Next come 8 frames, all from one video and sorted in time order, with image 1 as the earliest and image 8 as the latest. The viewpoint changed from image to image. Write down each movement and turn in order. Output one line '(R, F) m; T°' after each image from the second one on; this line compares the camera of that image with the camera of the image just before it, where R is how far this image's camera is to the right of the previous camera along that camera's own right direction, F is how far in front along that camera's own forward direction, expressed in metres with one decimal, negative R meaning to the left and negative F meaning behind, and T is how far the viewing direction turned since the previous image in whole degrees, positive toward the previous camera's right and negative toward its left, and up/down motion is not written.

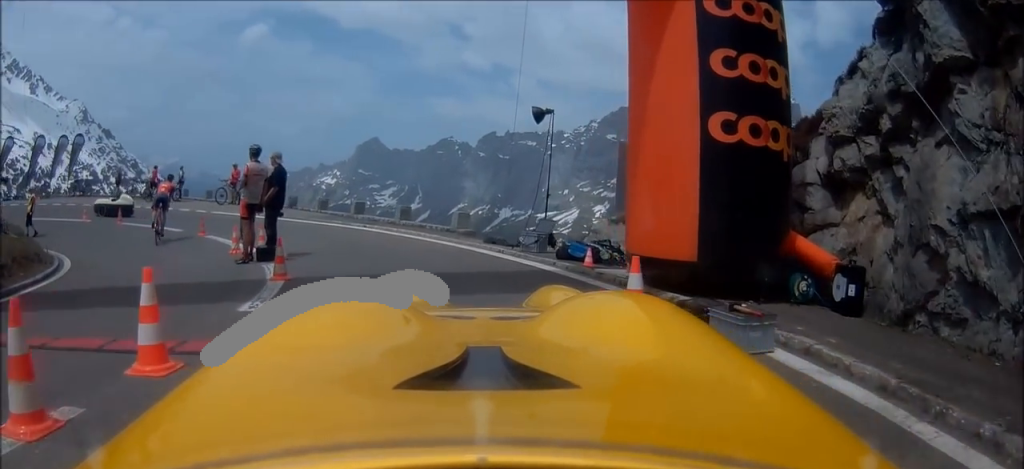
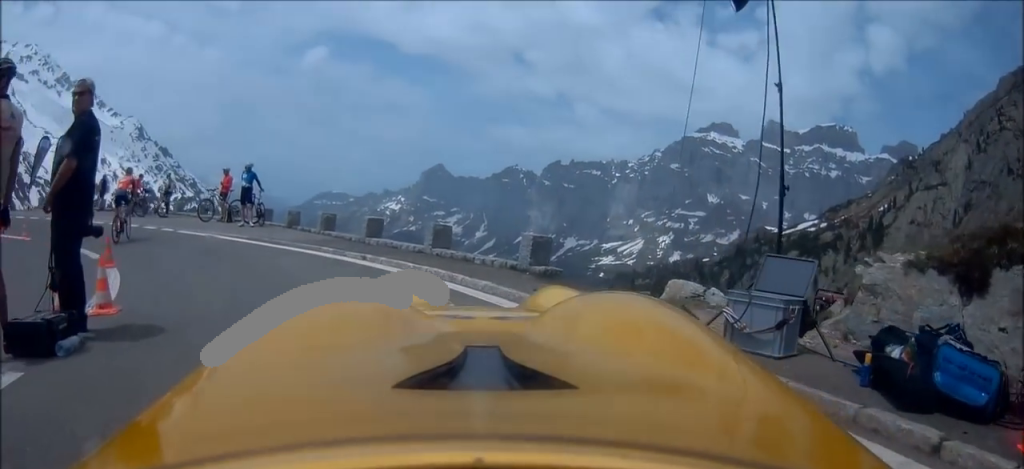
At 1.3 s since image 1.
(-0.8, +7.1) m; -20°
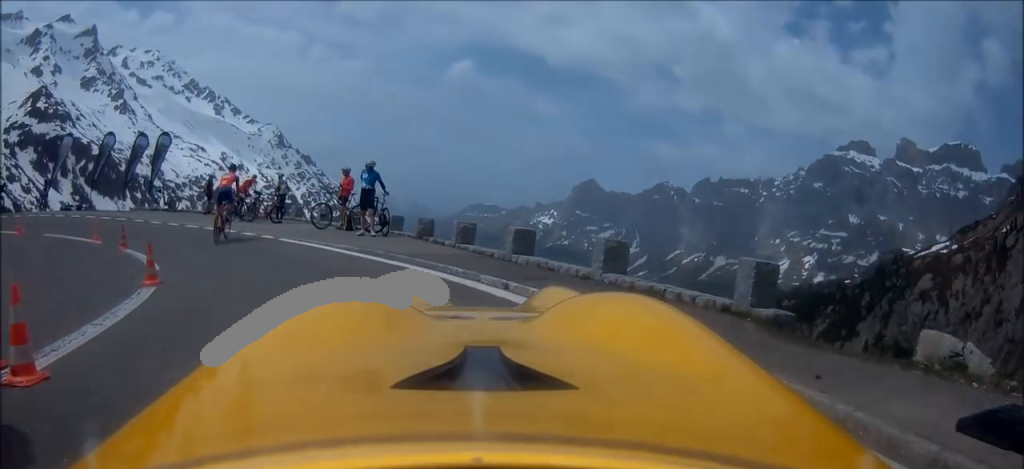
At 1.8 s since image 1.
(-0.2, +2.8) m; -10°
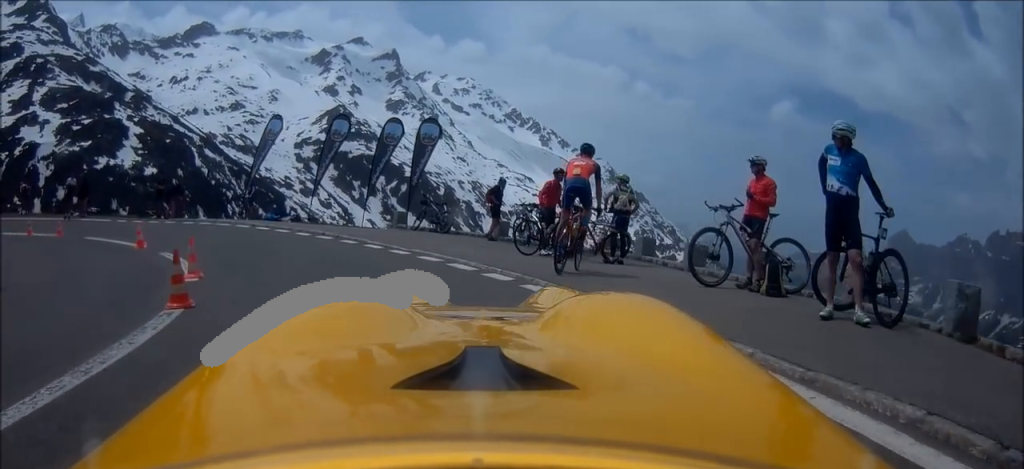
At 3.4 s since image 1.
(-2.2, +9.0) m; -27°
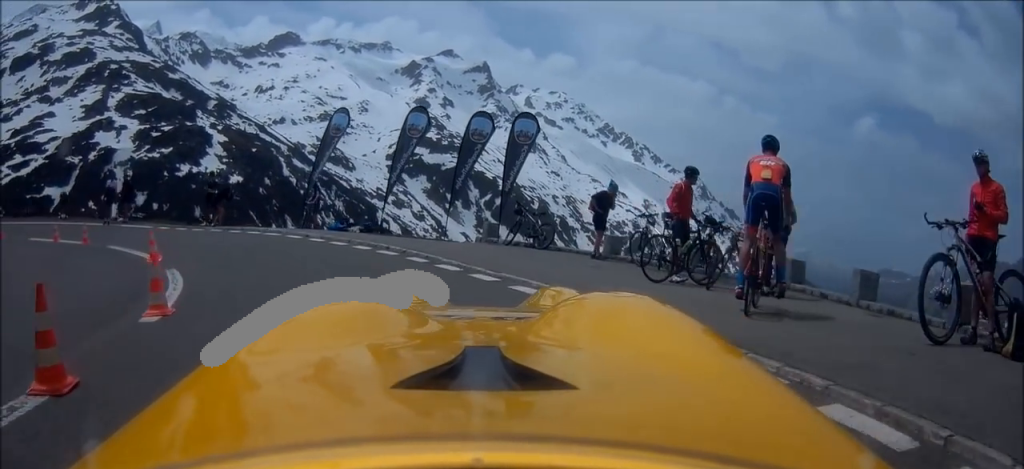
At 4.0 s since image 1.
(-0.4, +2.8) m; -7°
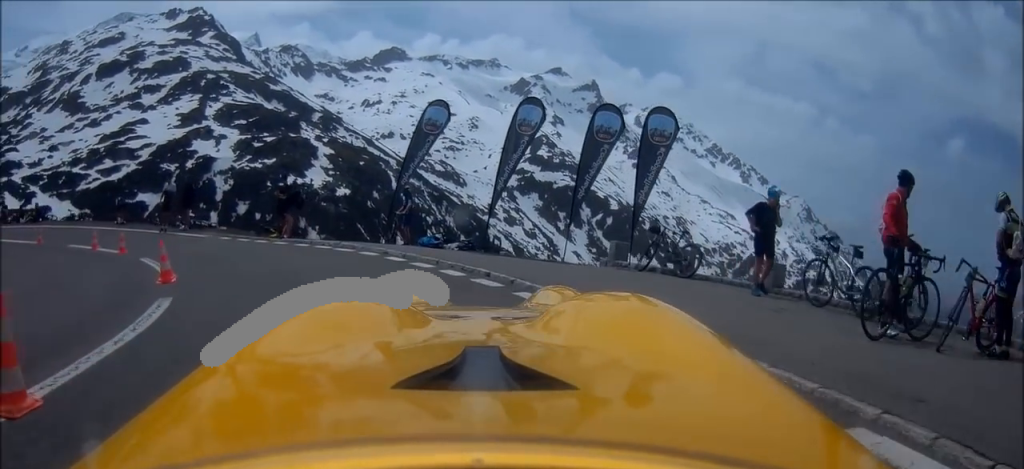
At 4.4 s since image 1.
(-0.3, +2.7) m; -6°
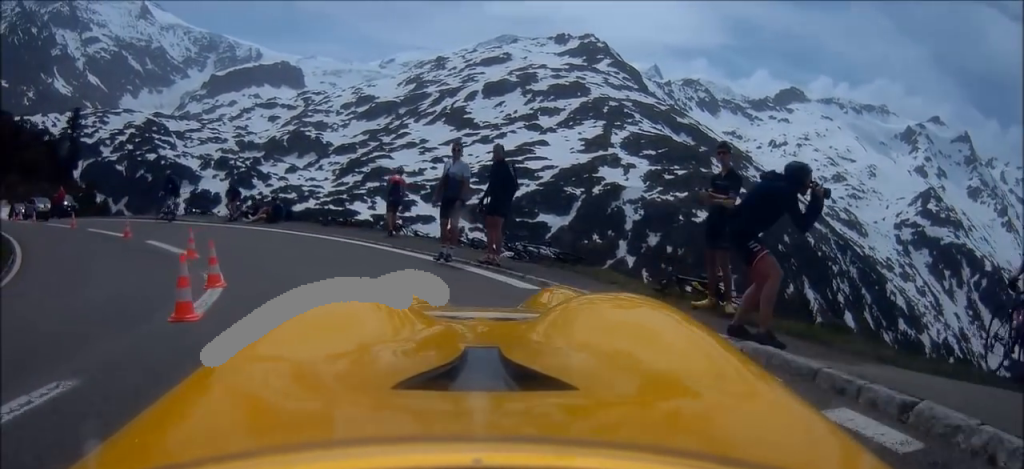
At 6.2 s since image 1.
(-2.7, +8.8) m; -46°
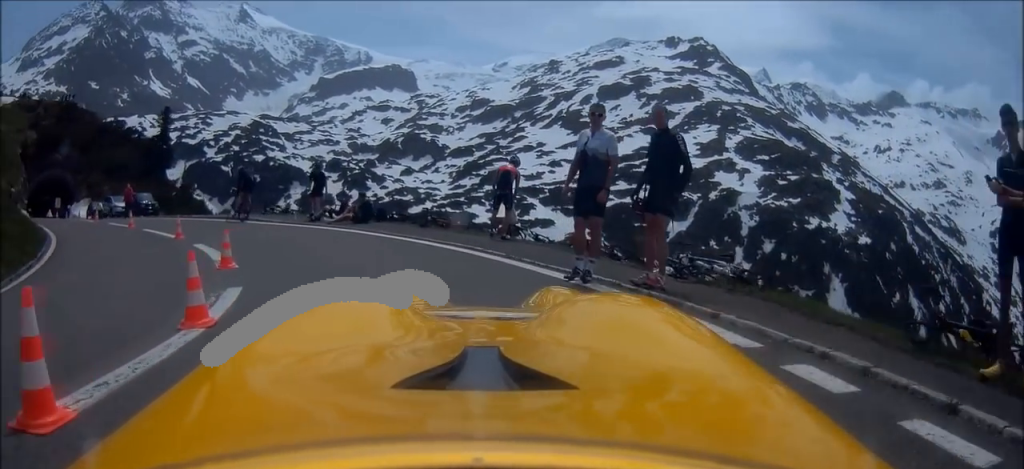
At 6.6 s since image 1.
(-0.1, +2.5) m; -15°
